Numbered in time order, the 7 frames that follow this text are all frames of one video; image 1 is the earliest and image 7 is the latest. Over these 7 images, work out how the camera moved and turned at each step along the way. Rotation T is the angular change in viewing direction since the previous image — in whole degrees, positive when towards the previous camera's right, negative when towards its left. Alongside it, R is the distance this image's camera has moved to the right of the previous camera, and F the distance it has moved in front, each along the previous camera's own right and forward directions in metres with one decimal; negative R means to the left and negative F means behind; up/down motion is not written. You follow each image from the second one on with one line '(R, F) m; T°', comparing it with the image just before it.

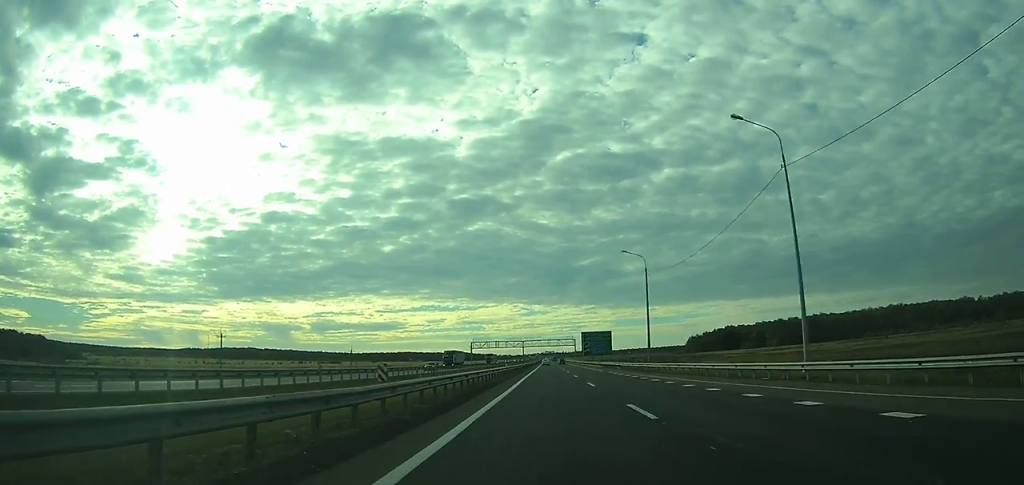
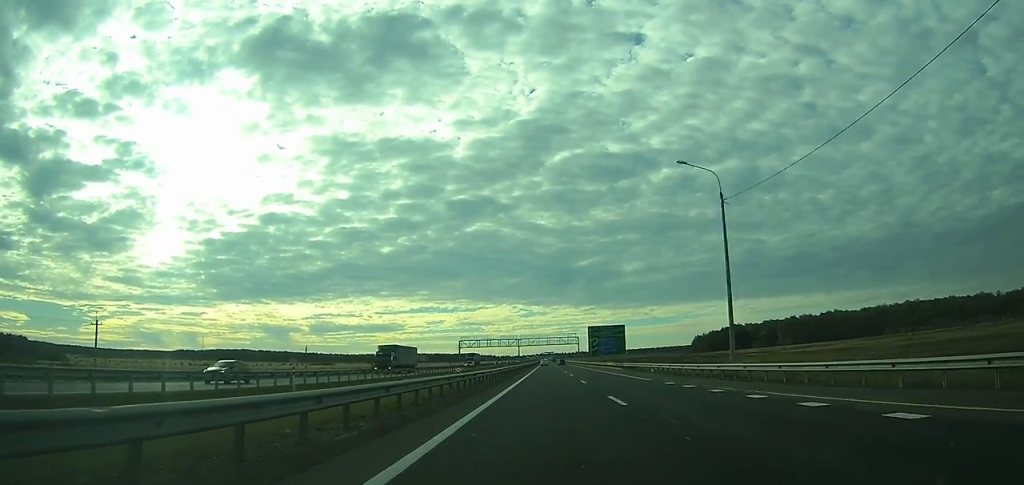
(0.0, +29.4) m; 0°
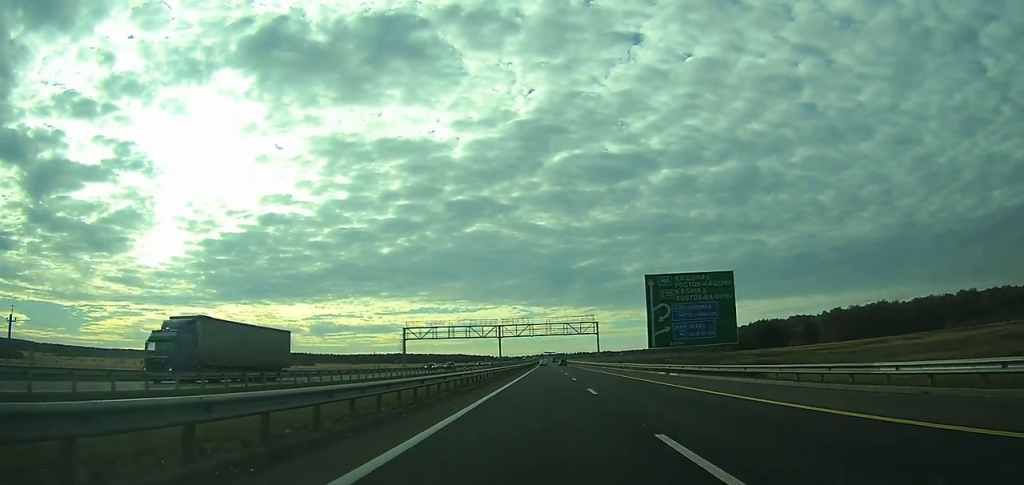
(0.0, +73.4) m; 0°
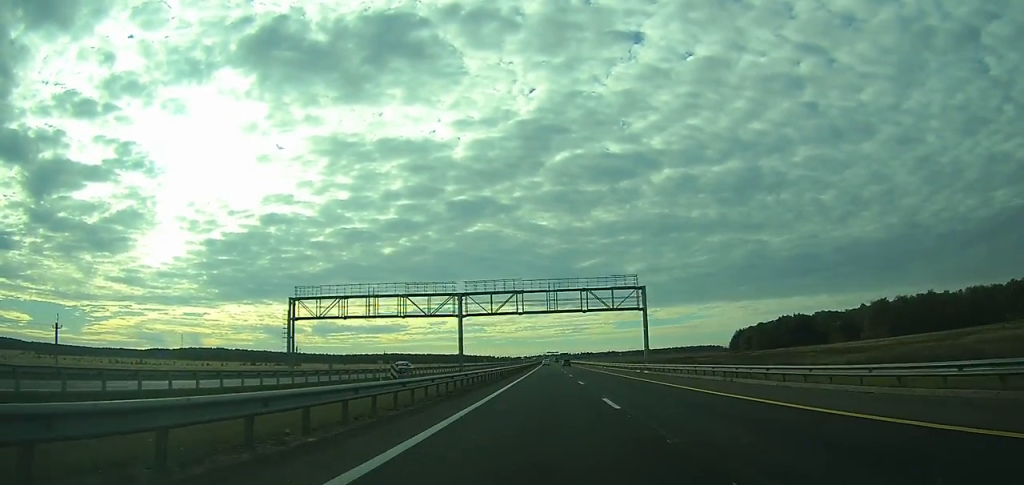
(-0.1, +49.8) m; 0°
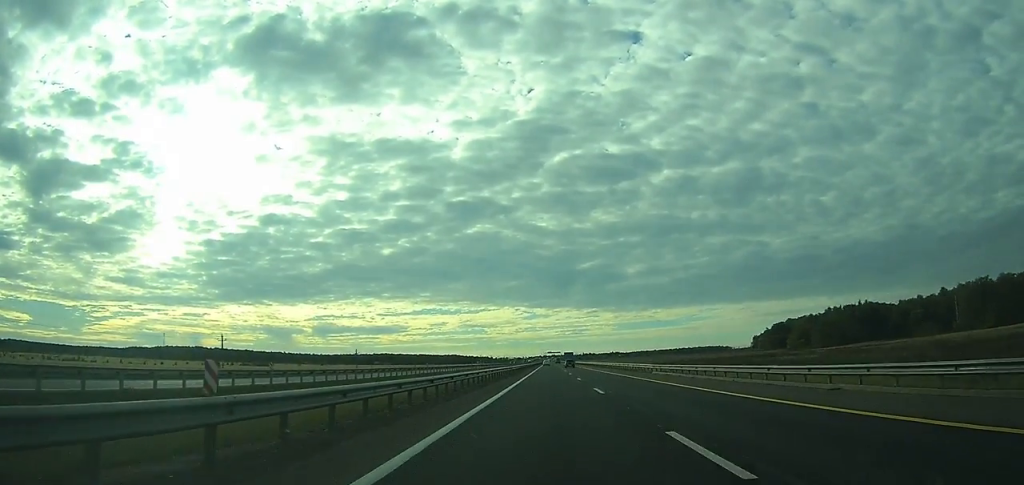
(-0.2, +87.3) m; 0°
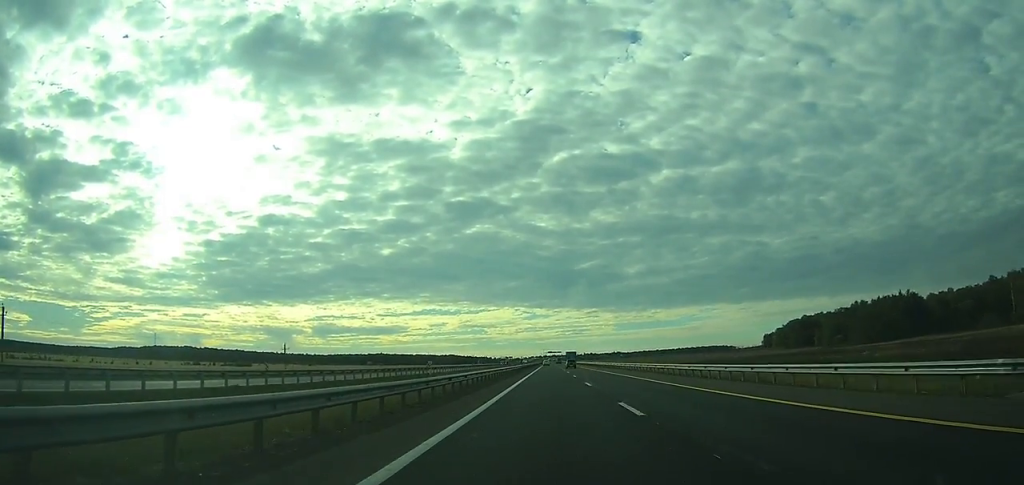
(0.0, +41.9) m; 0°
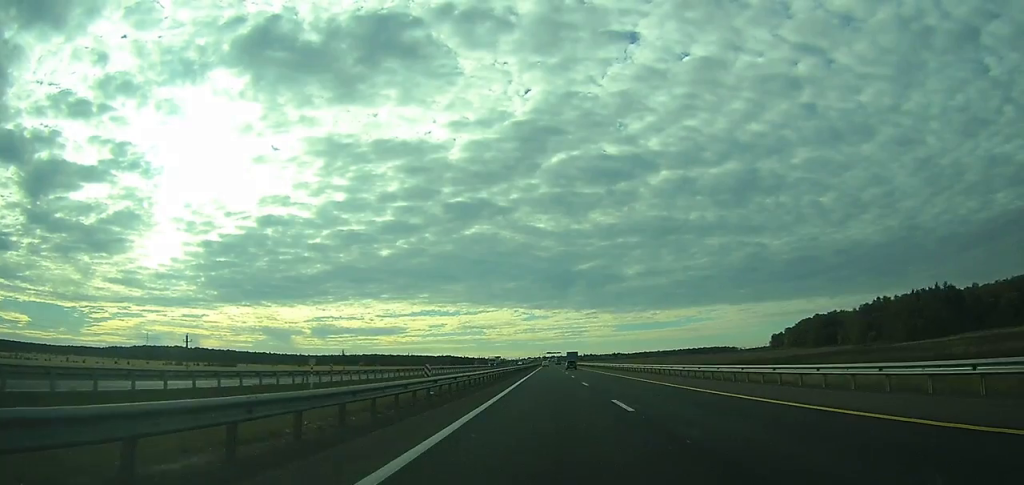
(0.0, +30.9) m; 0°
